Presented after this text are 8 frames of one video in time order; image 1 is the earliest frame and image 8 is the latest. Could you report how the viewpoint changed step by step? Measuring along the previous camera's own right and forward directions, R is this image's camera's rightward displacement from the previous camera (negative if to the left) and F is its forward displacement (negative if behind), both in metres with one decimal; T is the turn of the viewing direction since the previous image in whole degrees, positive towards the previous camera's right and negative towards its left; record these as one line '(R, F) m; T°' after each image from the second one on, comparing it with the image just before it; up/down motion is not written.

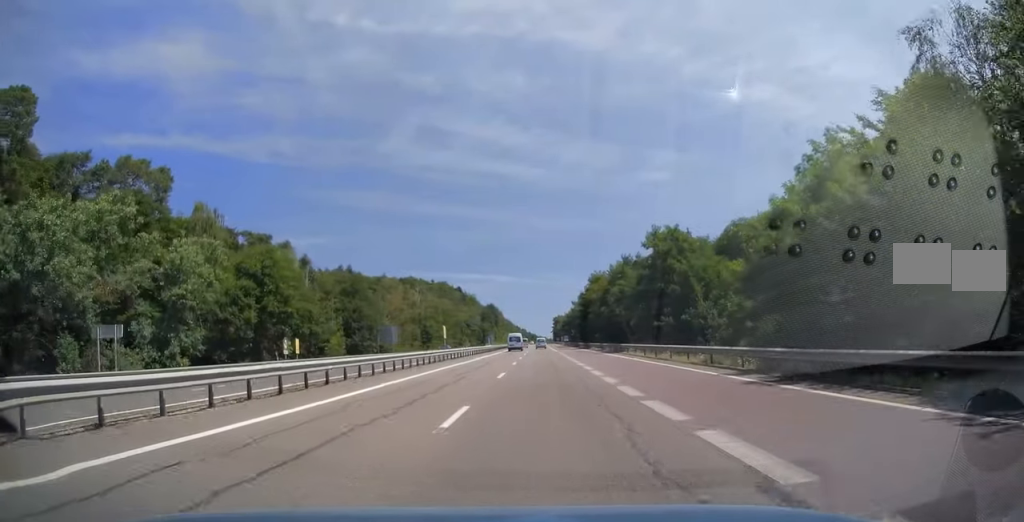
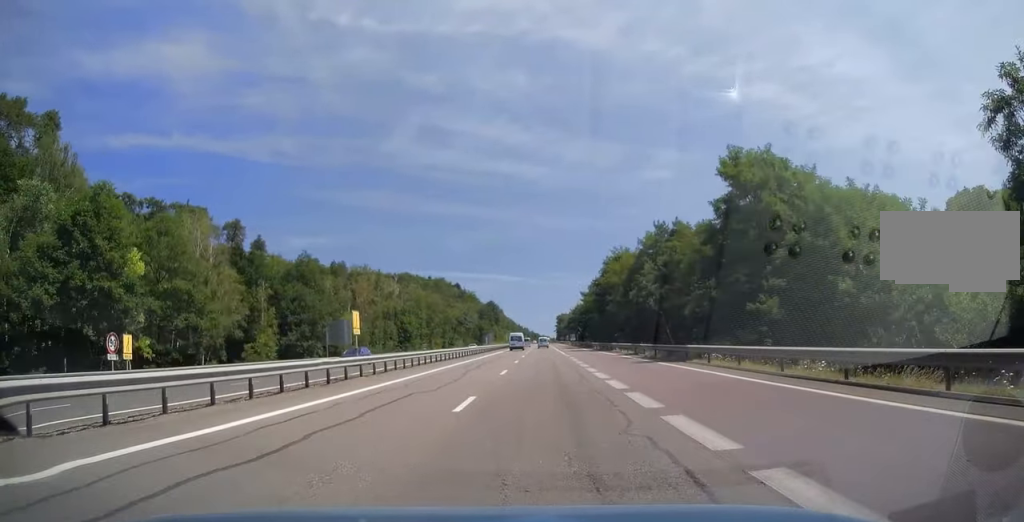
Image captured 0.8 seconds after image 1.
(+0.1, +23.8) m; 0°
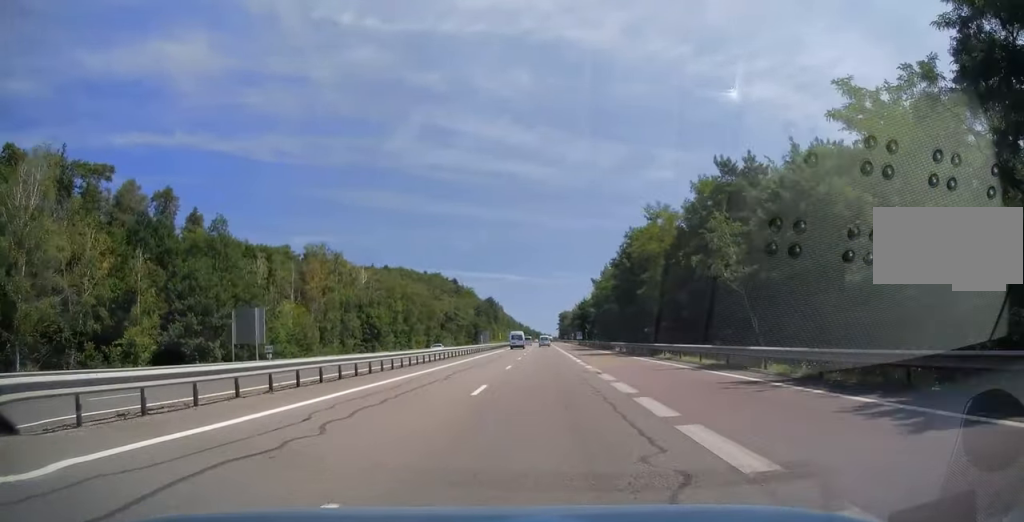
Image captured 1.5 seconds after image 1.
(+0.2, +22.7) m; 0°
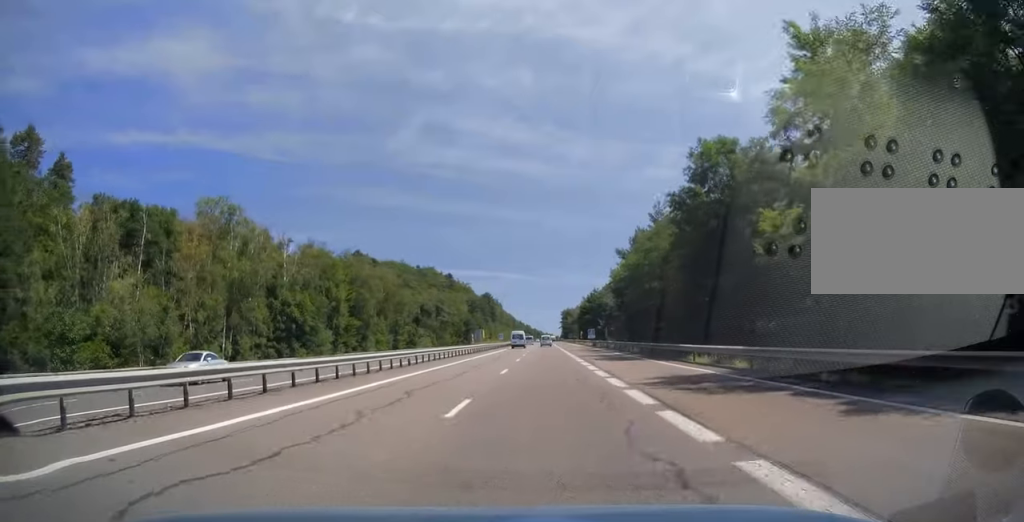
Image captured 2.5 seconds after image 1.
(-0.5, +30.6) m; -1°
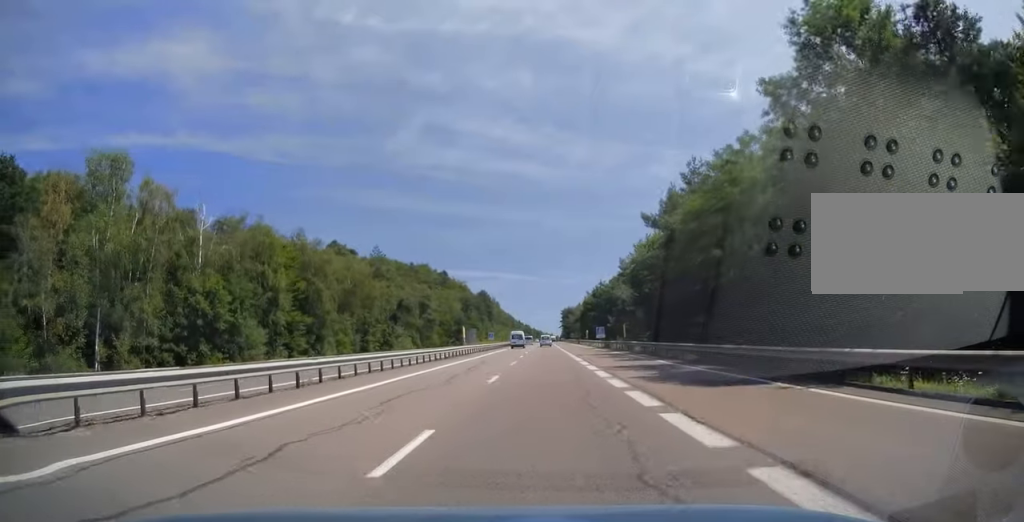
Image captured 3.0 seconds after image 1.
(-0.2, +17.6) m; 0°
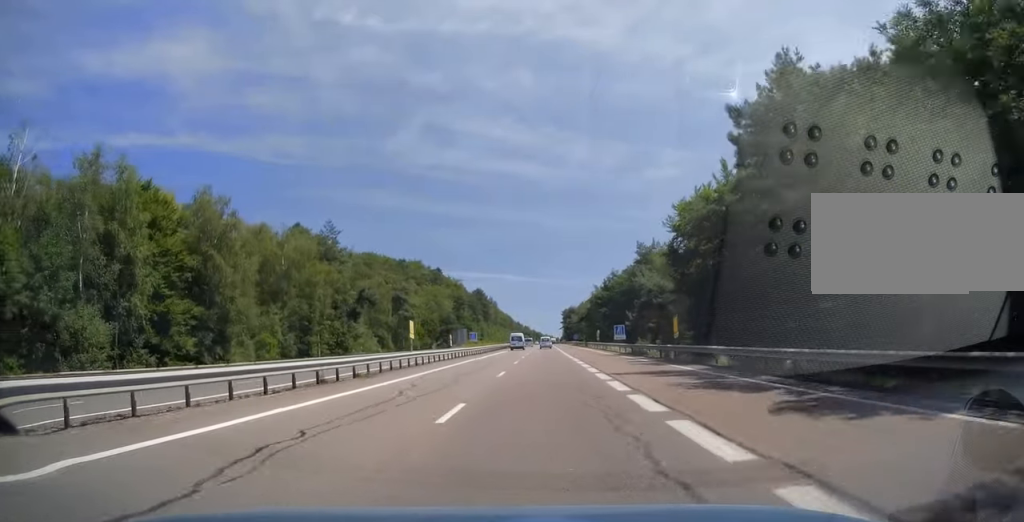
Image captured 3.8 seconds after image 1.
(+0.1, +22.3) m; 0°
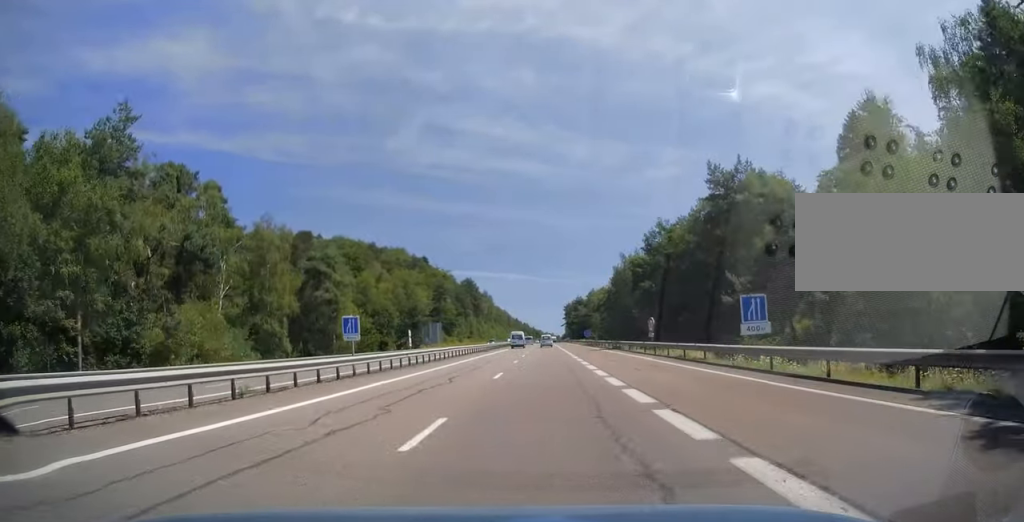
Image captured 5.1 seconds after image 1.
(+0.3, +42.0) m; 0°
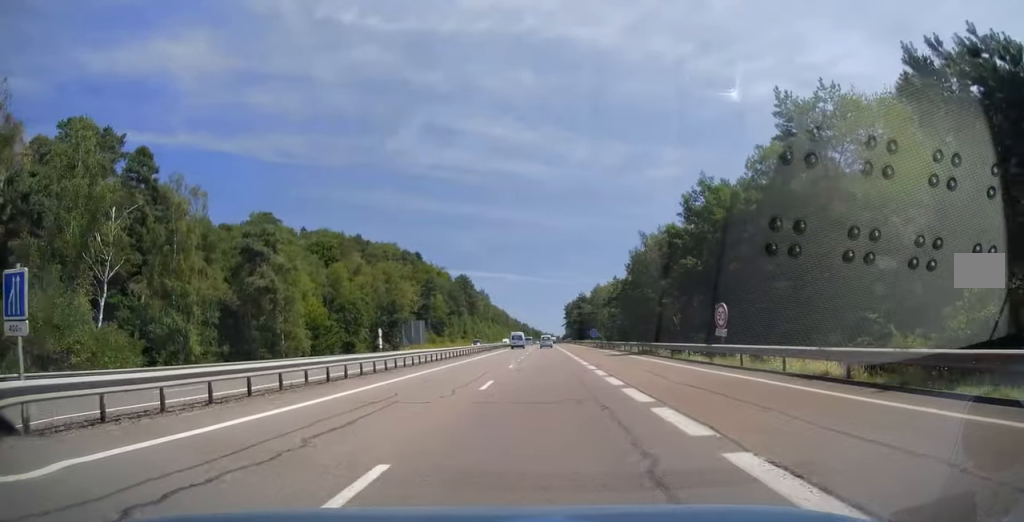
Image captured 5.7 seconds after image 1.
(0.0, +17.1) m; 0°
